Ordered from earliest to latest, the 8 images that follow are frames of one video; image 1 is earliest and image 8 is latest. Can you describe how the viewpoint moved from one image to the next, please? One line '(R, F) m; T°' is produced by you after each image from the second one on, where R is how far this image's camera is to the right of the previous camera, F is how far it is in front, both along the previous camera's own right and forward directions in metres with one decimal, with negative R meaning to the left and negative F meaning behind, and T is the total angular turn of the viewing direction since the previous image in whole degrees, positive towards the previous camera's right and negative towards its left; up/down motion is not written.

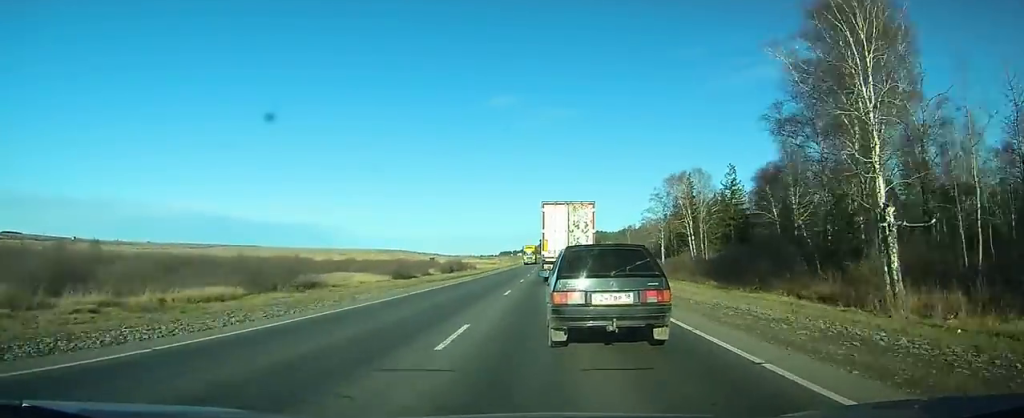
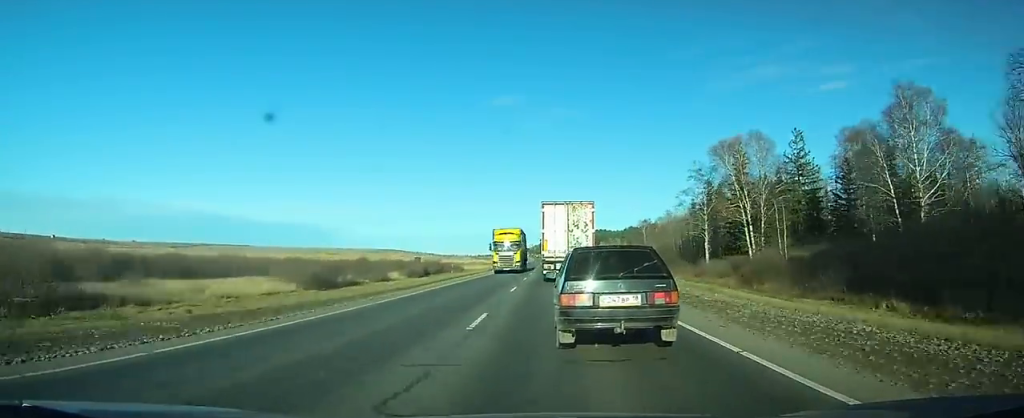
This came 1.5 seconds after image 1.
(0.0, +34.3) m; 0°
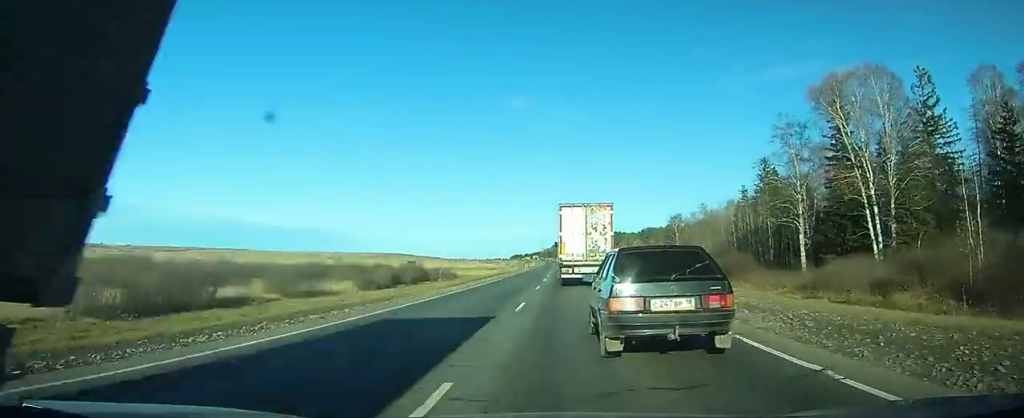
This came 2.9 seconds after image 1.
(+0.1, +31.5) m; 0°
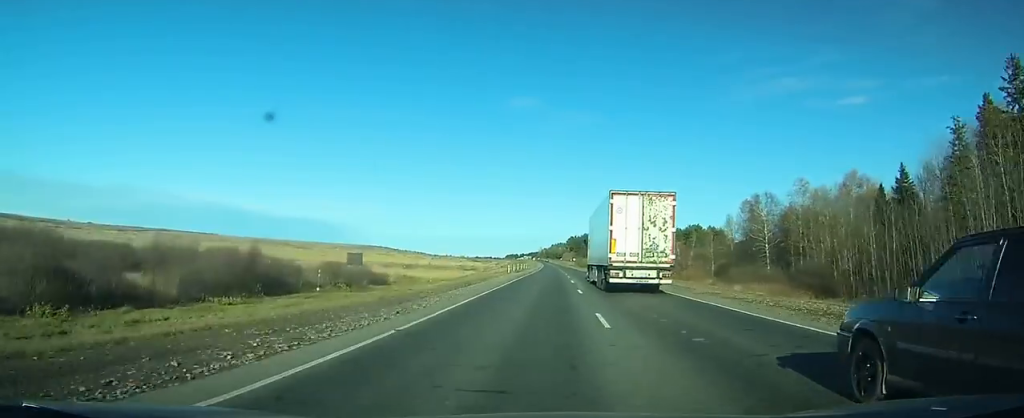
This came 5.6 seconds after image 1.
(-0.6, +62.8) m; -1°
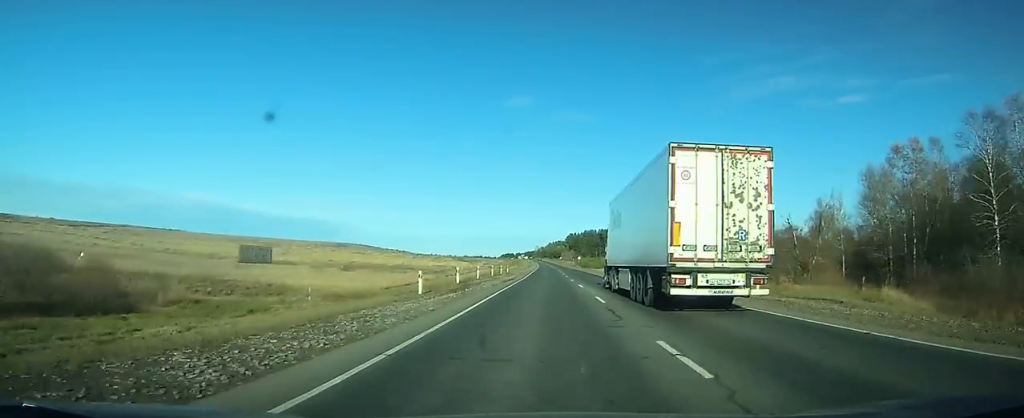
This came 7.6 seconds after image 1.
(0.0, +50.4) m; 0°
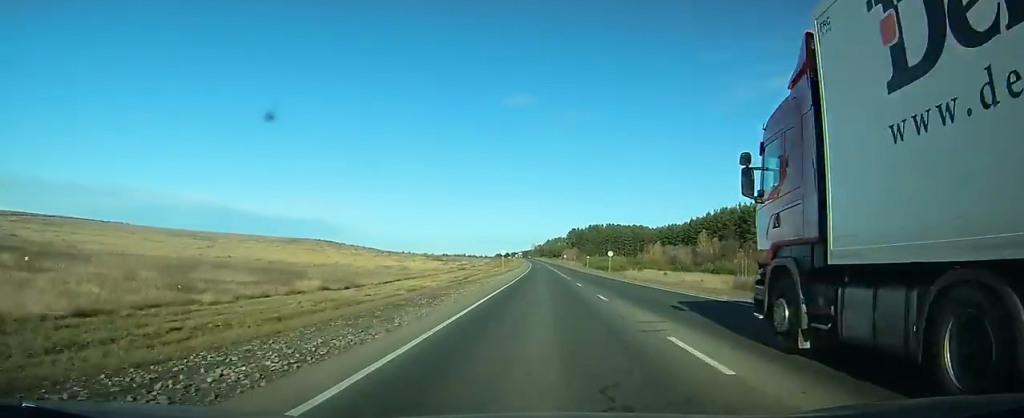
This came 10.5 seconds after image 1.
(+0.6, +78.2) m; 0°
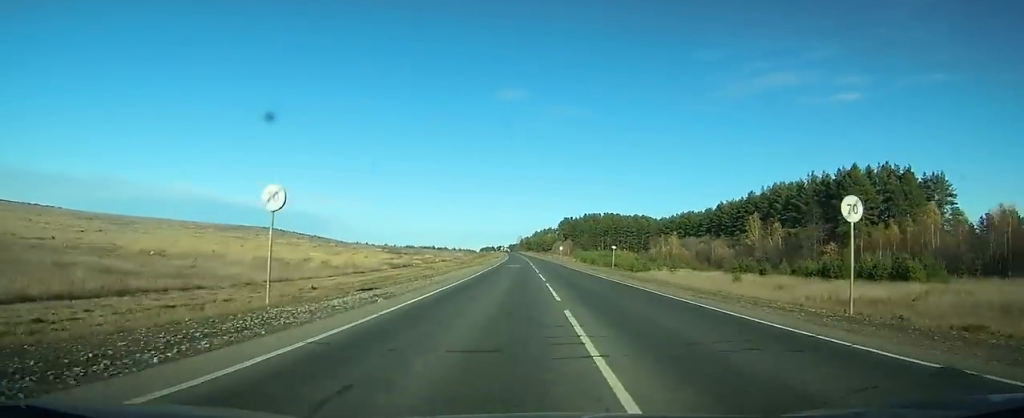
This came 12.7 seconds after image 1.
(+0.1, +65.3) m; +1°
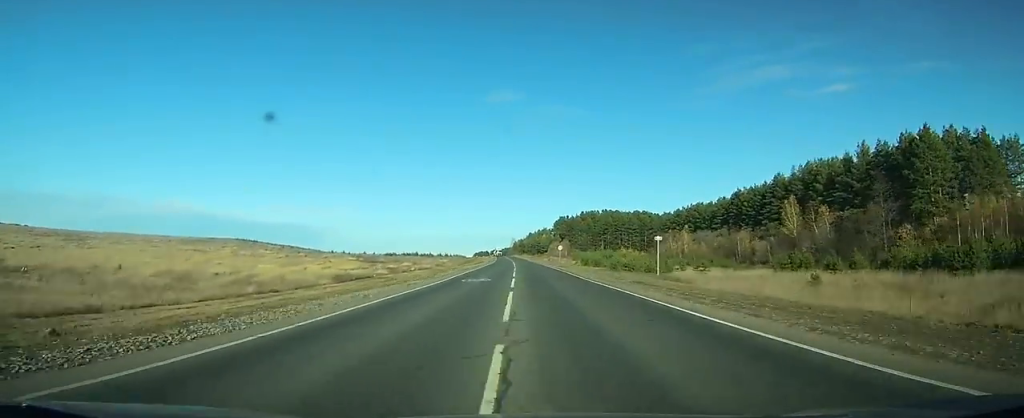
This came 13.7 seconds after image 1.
(+0.1, +29.1) m; 0°
